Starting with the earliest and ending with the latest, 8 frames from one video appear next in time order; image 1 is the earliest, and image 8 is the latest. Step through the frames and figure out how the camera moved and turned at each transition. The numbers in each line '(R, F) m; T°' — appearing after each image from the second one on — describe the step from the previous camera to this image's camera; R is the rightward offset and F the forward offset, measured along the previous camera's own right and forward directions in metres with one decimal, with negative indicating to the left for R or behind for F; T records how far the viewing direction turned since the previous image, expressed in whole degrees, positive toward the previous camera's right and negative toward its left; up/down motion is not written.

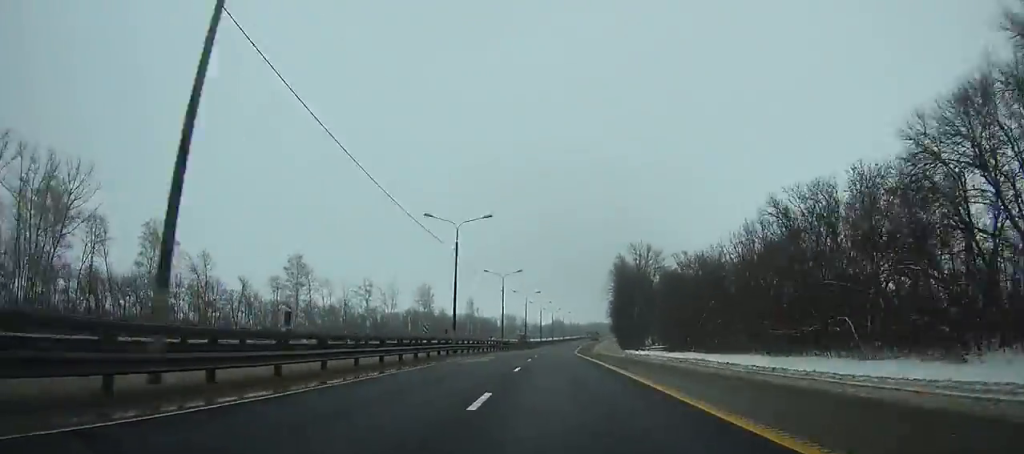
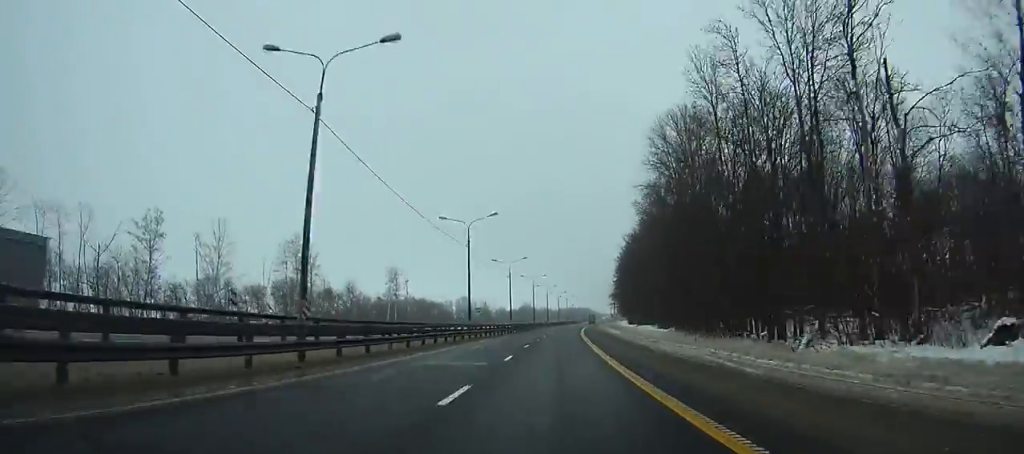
(+1.0, +93.1) m; +2°
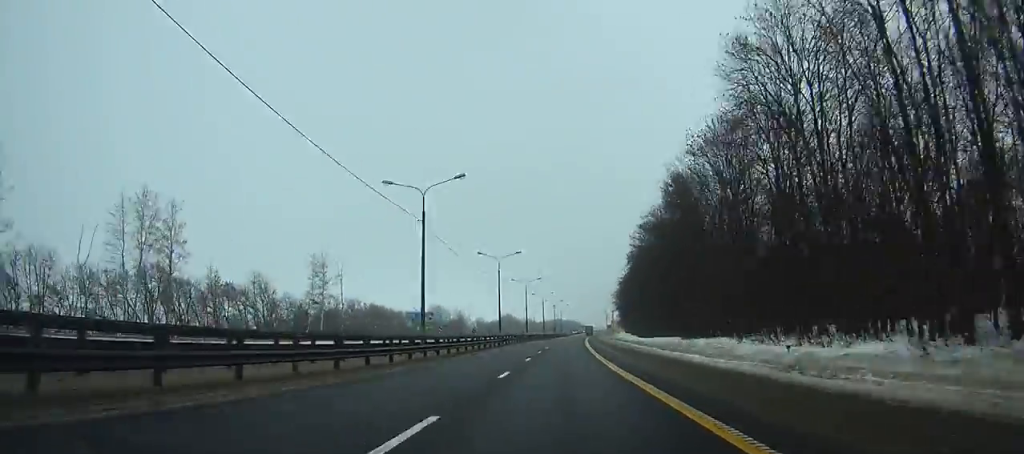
(+1.2, +48.8) m; +2°
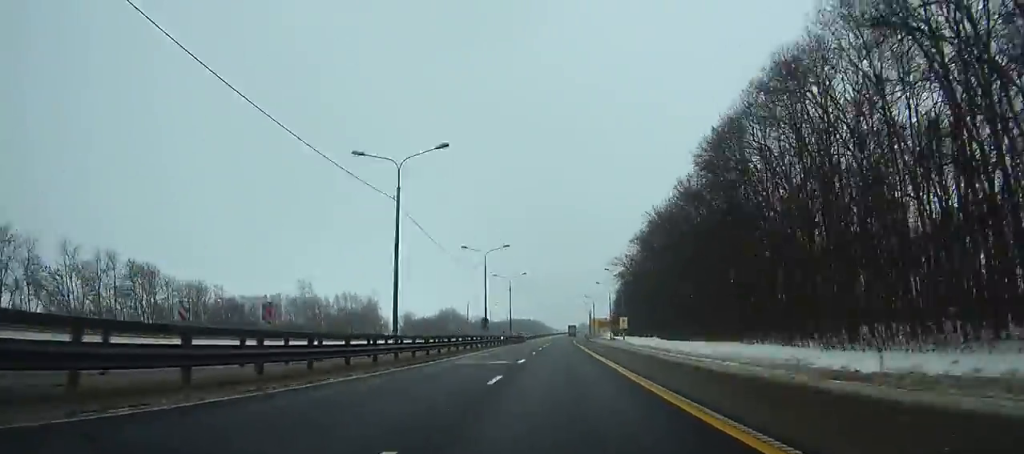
(+3.4, +107.0) m; +3°
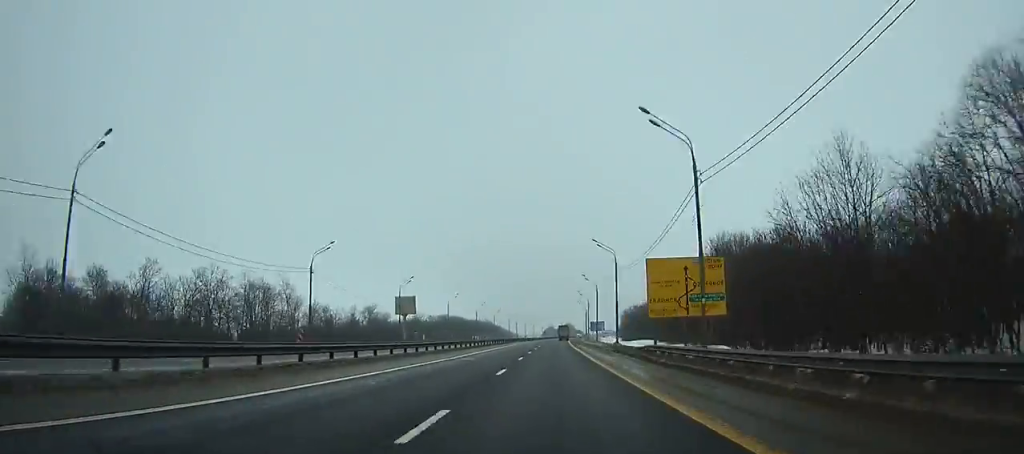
(+5.9, +192.0) m; +3°
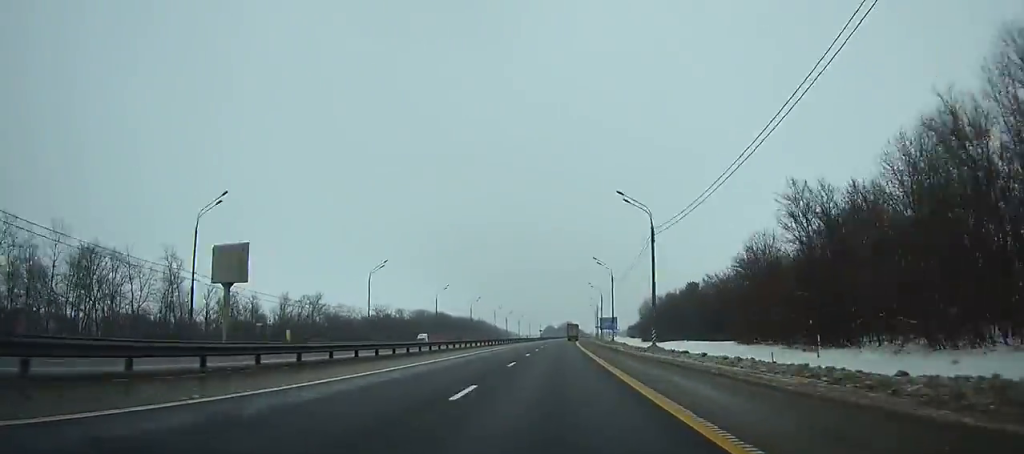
(+0.4, +54.7) m; +1°
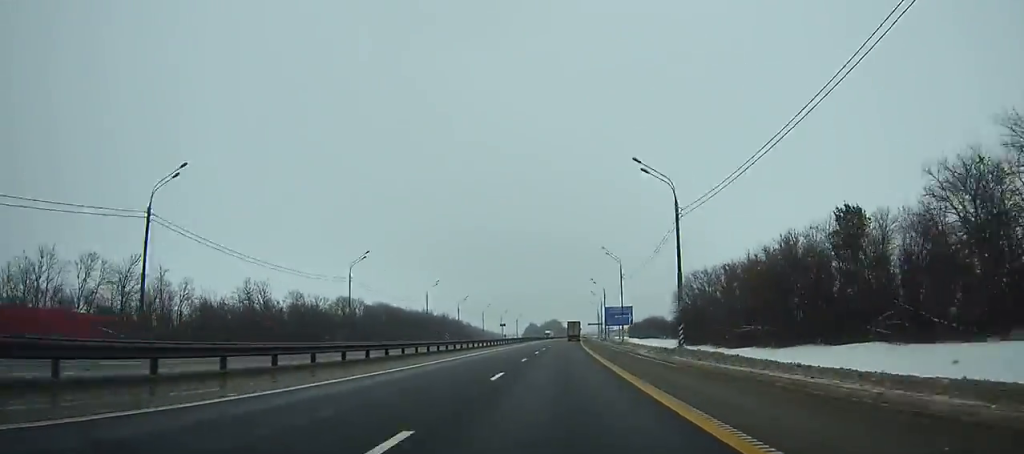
(+0.8, +77.1) m; +1°
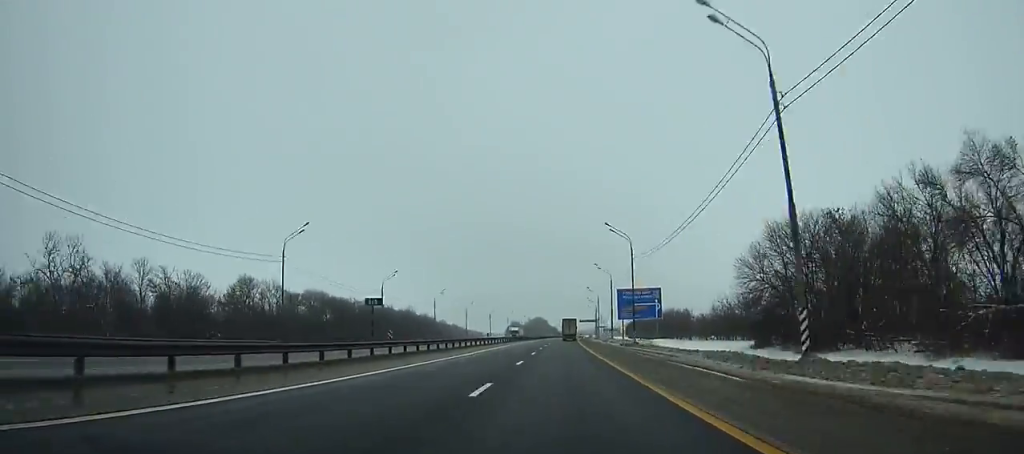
(+0.2, +51.1) m; +1°
